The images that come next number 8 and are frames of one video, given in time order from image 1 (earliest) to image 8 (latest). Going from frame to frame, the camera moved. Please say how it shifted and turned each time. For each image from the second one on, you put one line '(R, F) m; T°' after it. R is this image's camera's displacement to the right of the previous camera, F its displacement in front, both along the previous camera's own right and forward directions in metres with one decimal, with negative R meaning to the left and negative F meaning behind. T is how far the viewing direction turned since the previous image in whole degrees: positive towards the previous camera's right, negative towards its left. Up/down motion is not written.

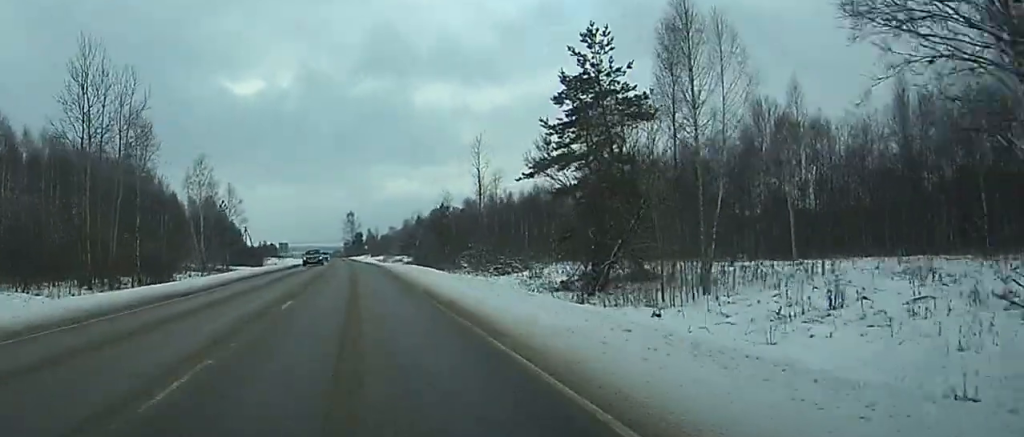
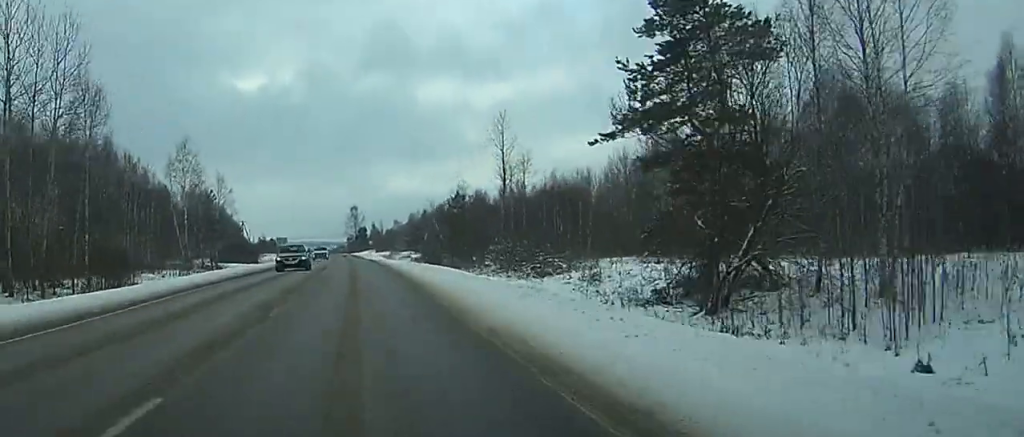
(-0.3, +14.4) m; -1°
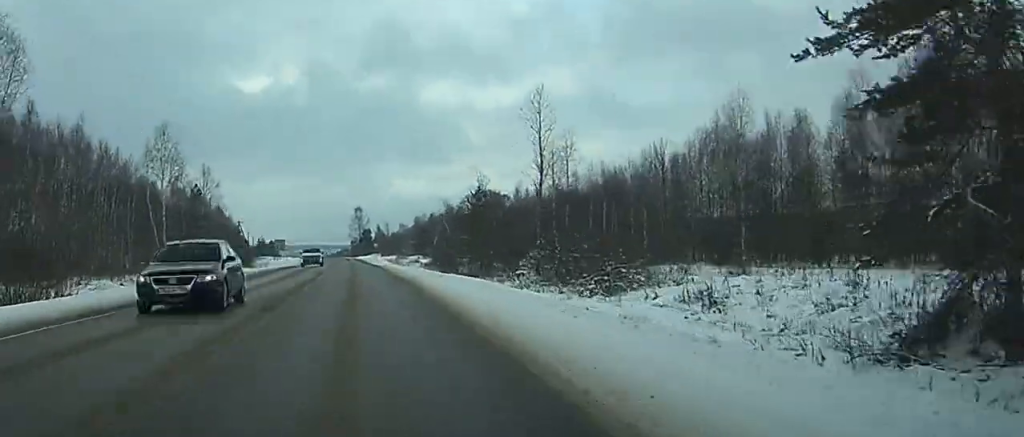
(0.0, +15.3) m; 0°
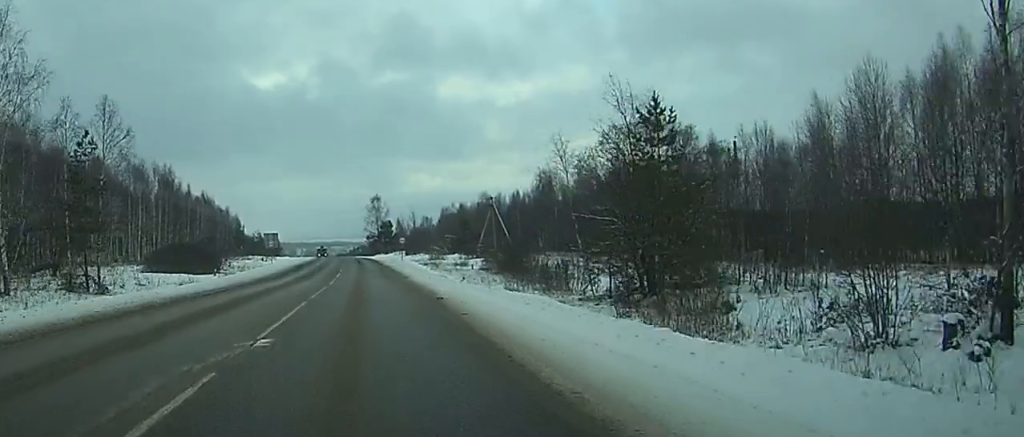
(-0.1, +50.5) m; -1°
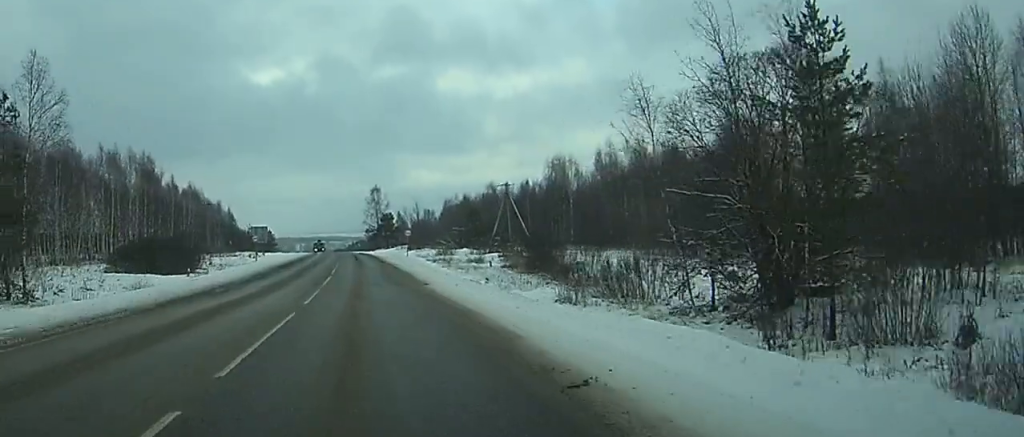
(-0.1, +14.5) m; 0°
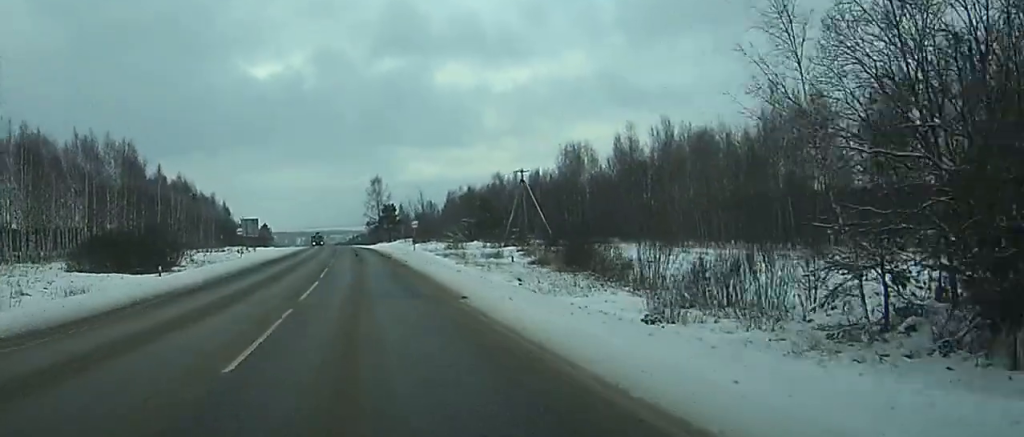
(0.0, +11.9) m; 0°
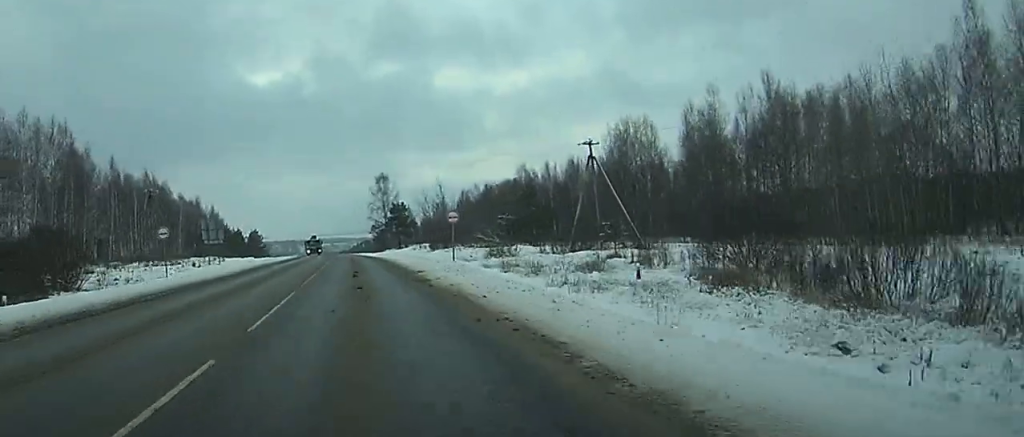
(0.0, +32.2) m; 0°
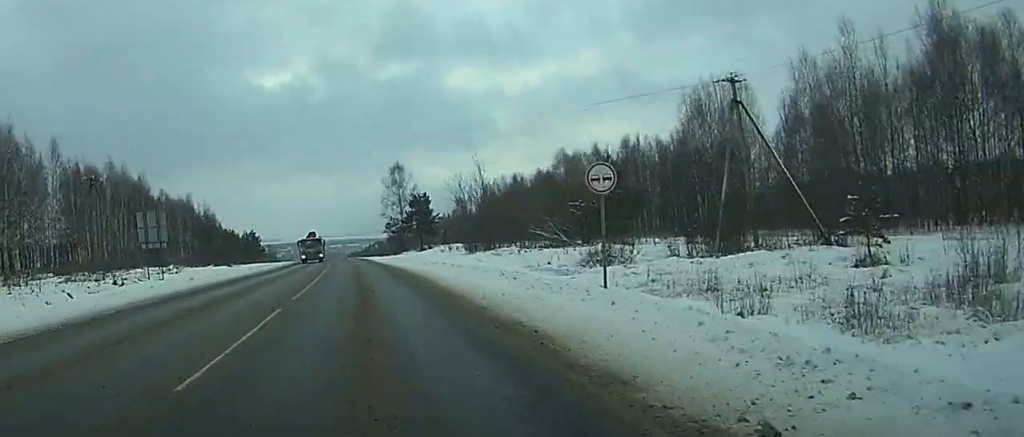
(-0.1, +29.2) m; 0°
